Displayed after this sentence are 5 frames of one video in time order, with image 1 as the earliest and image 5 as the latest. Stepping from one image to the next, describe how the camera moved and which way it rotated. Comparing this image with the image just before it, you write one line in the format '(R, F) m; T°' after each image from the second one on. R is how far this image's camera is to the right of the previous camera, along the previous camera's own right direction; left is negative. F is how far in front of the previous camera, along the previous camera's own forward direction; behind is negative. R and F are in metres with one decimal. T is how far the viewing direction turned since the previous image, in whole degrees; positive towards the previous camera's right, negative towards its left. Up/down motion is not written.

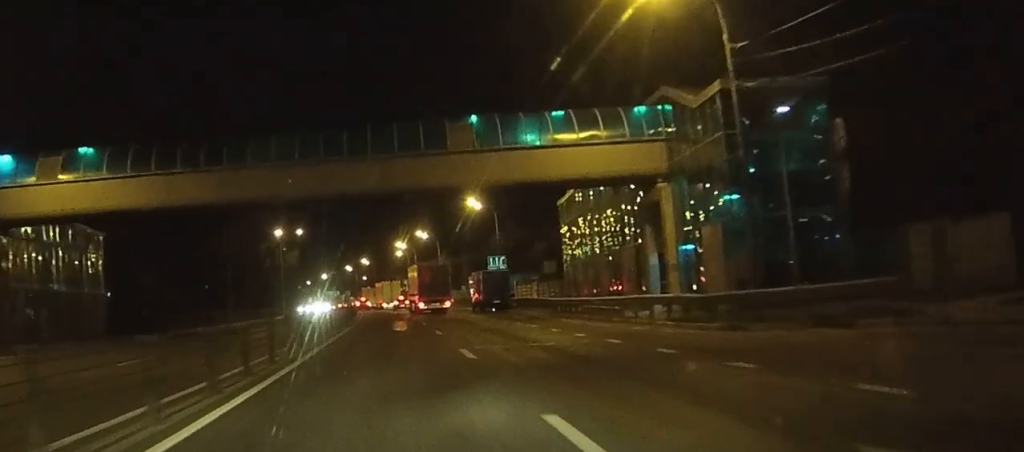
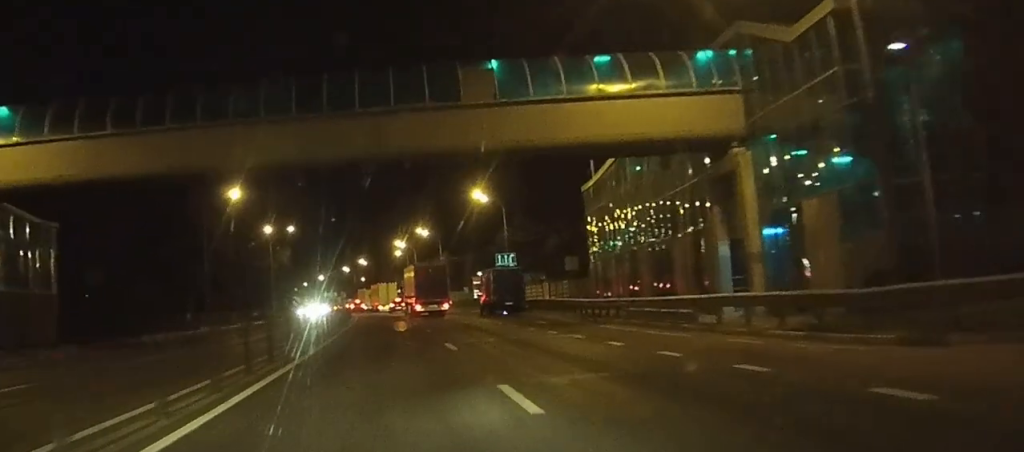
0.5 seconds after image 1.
(0.0, +8.4) m; 0°
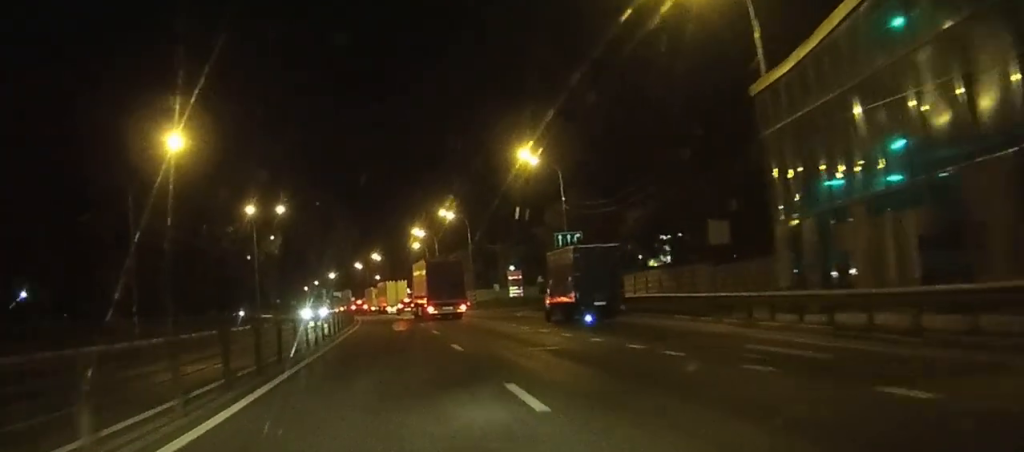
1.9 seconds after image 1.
(-0.1, +23.4) m; -1°
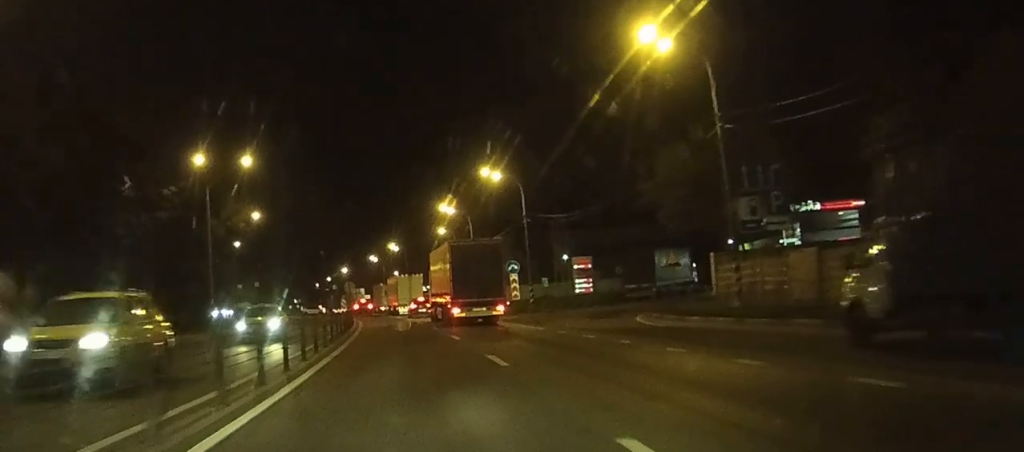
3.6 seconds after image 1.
(-0.4, +28.3) m; -2°
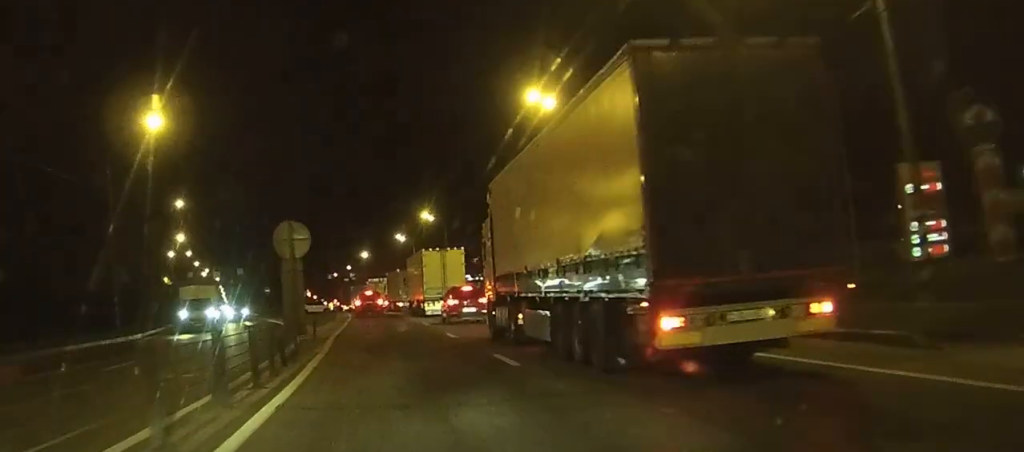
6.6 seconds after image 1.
(-0.8, +44.8) m; -2°
